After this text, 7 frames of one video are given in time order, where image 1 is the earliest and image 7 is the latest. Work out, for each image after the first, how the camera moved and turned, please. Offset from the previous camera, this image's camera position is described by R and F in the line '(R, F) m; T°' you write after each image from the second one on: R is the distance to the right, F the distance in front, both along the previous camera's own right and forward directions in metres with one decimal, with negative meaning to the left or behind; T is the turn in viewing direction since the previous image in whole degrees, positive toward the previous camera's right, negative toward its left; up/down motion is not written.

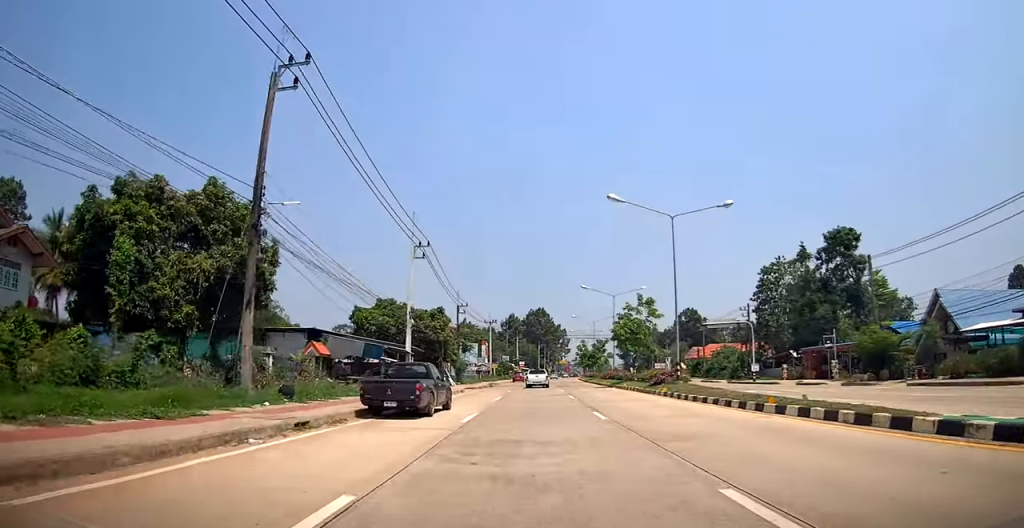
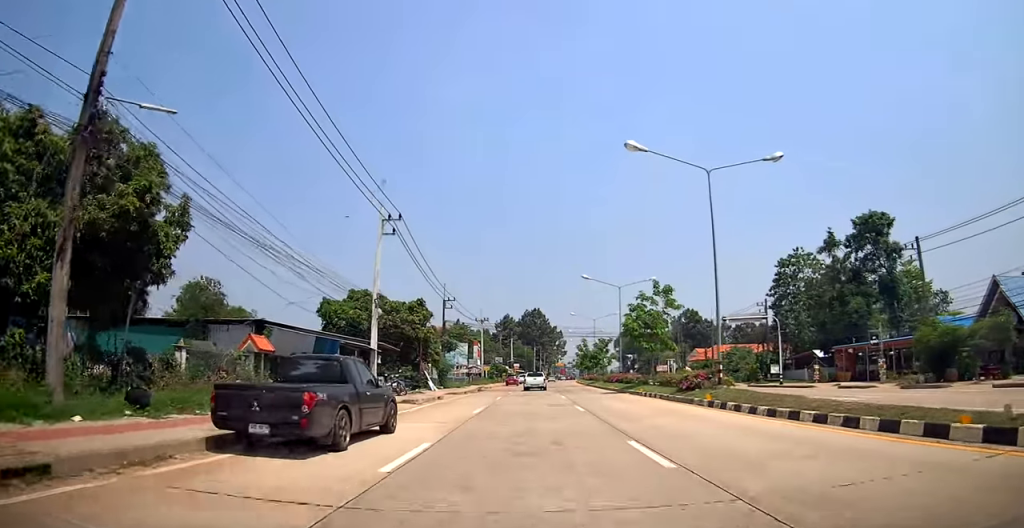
(+0.3, +7.4) m; +1°
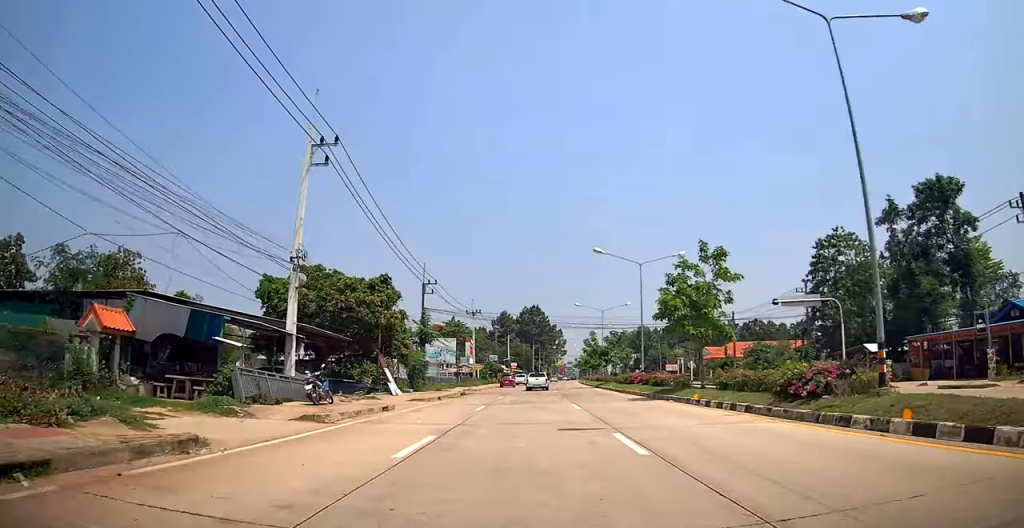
(+0.3, +10.9) m; +1°
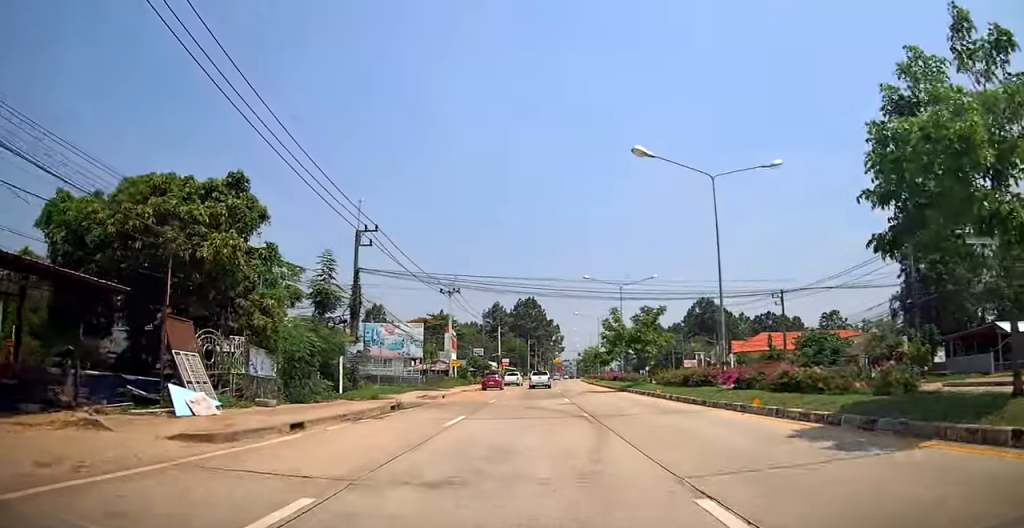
(-0.1, +18.2) m; +1°
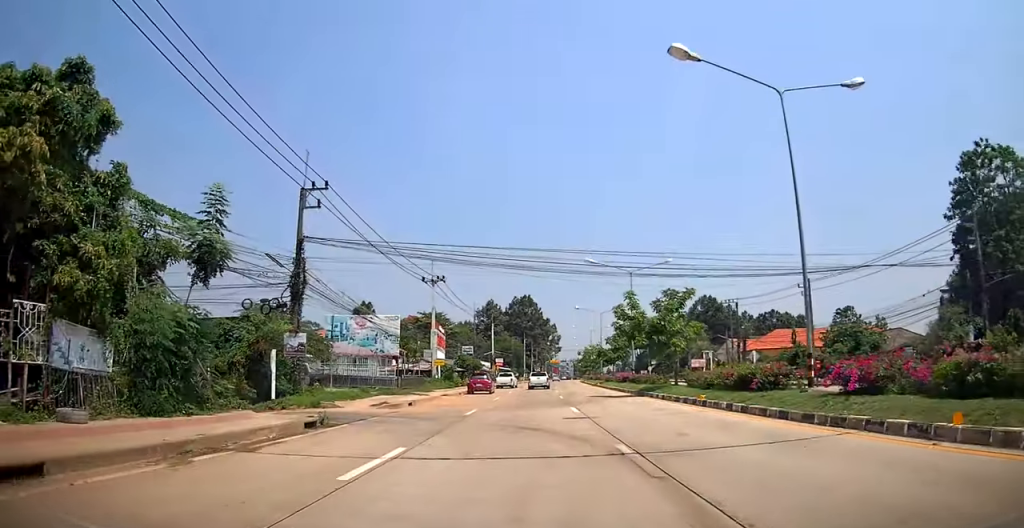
(+0.1, +7.5) m; +1°
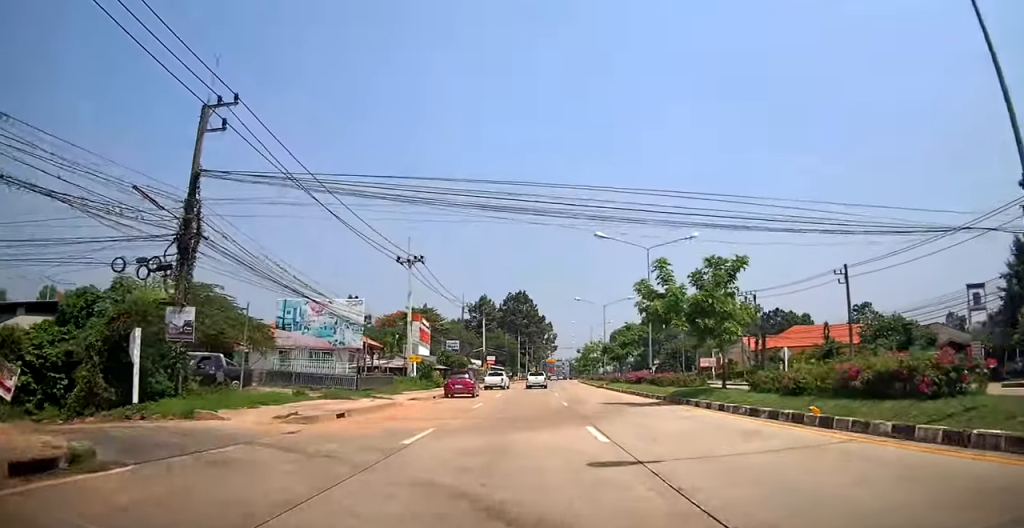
(0.0, +8.1) m; +1°
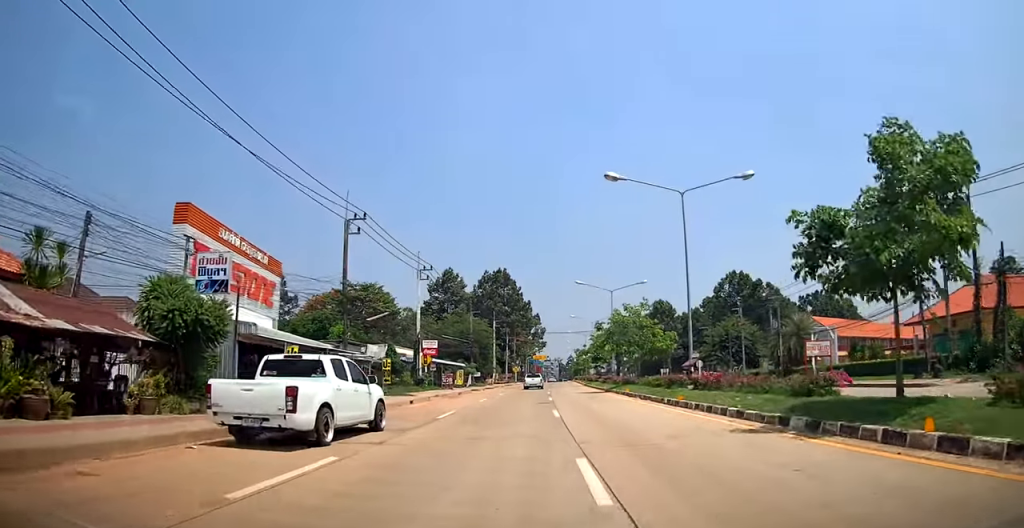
(+0.9, +40.3) m; +2°
